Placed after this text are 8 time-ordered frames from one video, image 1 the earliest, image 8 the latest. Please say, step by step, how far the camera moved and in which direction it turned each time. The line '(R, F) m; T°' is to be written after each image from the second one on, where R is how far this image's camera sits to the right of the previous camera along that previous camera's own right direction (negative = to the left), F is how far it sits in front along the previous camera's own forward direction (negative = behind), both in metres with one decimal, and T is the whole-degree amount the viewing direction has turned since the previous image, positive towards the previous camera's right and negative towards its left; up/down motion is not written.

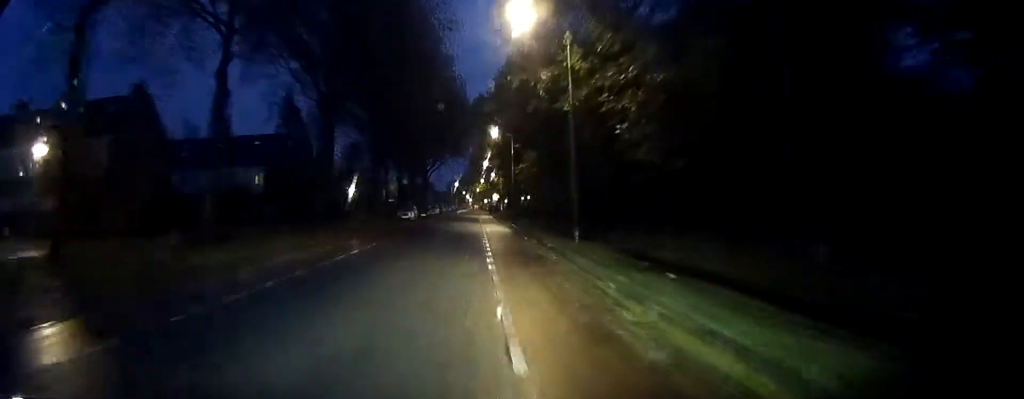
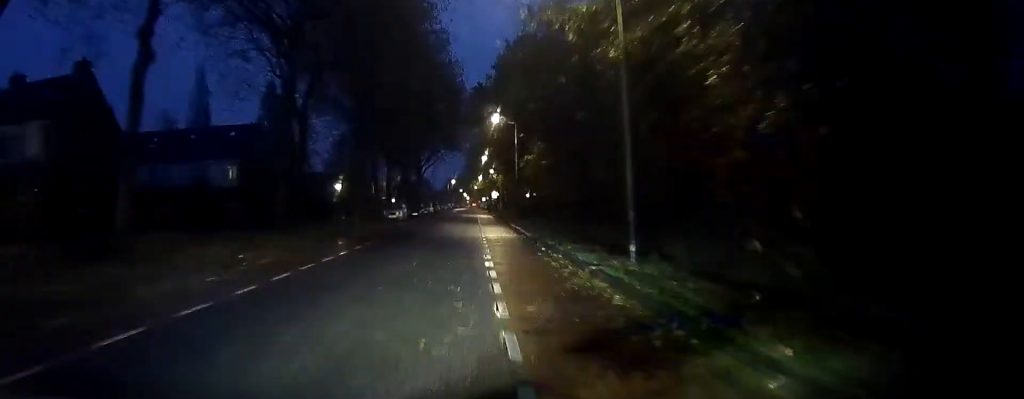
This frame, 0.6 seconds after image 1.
(-0.1, +7.5) m; +1°
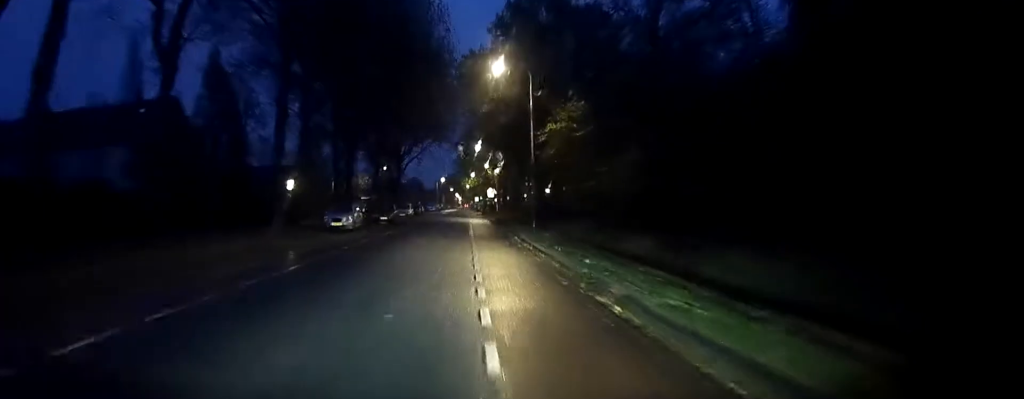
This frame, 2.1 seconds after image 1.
(+0.1, +17.9) m; 0°
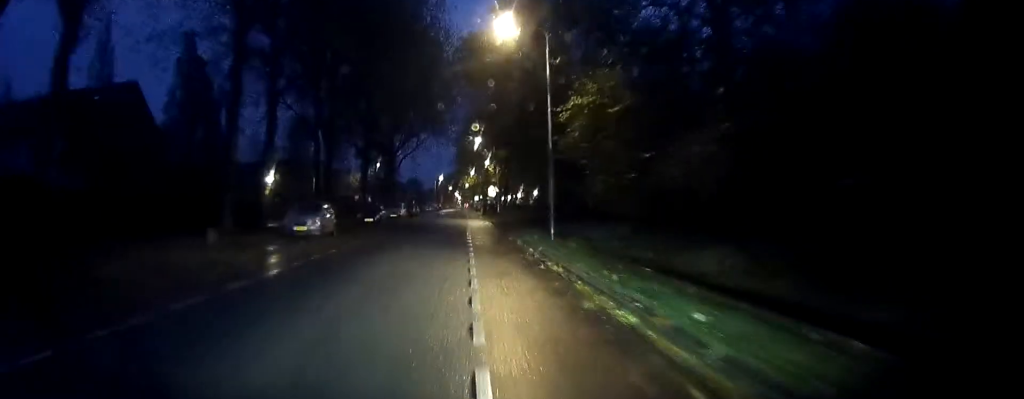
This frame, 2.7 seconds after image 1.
(-0.1, +6.8) m; 0°
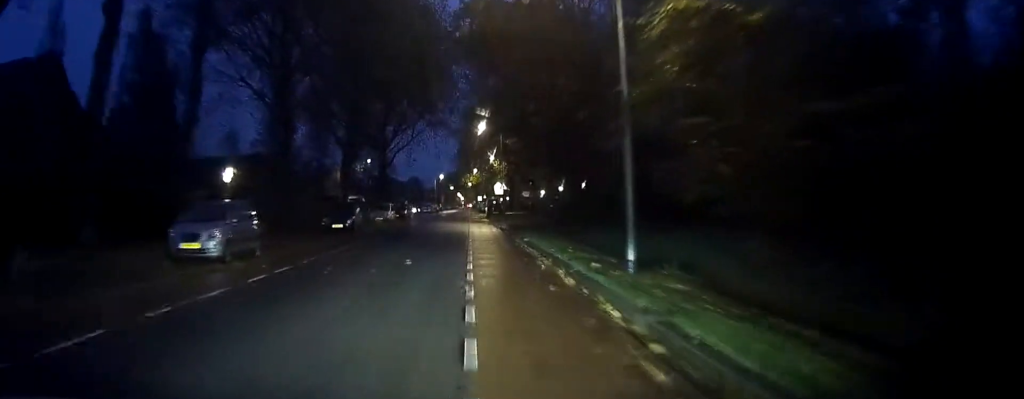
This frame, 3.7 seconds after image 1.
(+0.3, +10.5) m; +1°
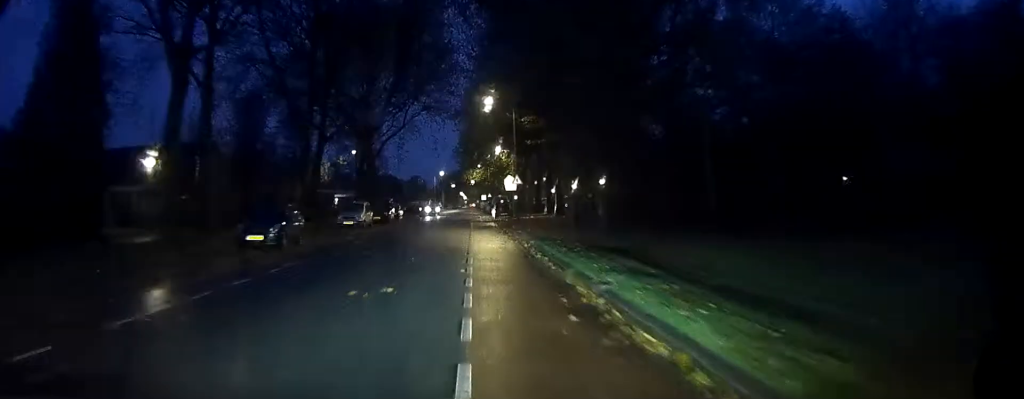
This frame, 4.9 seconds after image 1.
(-0.1, +12.4) m; -1°
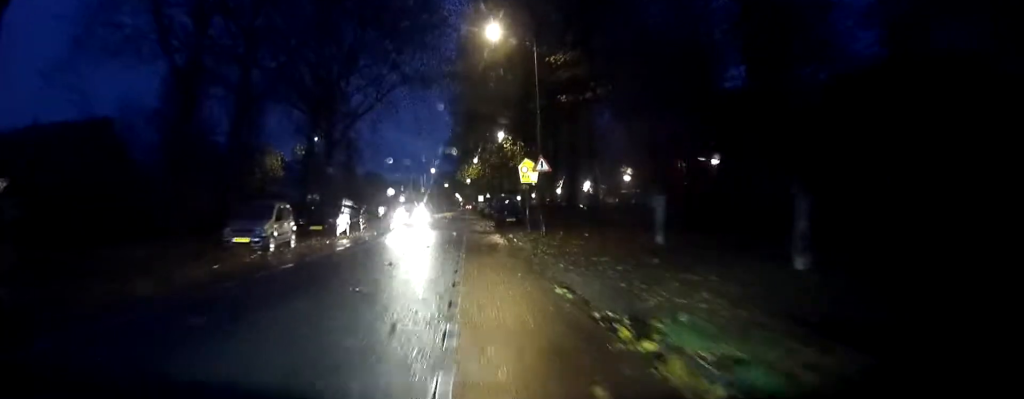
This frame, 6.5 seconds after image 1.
(+0.1, +16.0) m; 0°
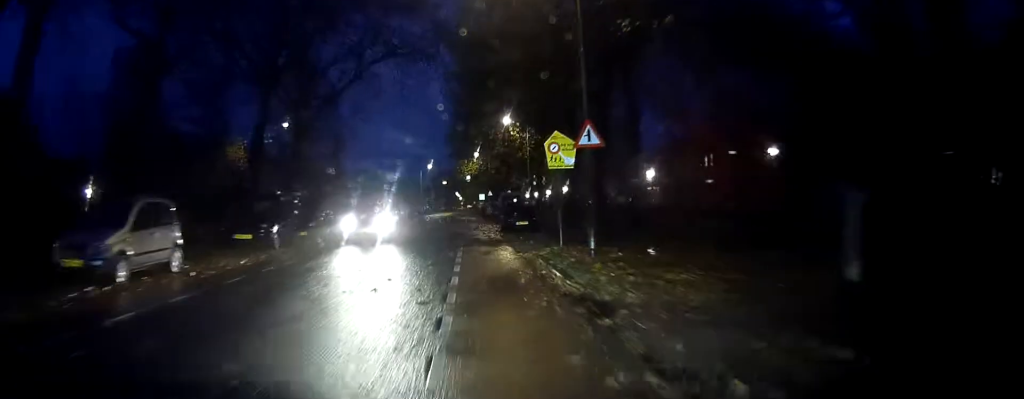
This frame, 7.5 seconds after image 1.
(-0.1, +9.0) m; 0°
